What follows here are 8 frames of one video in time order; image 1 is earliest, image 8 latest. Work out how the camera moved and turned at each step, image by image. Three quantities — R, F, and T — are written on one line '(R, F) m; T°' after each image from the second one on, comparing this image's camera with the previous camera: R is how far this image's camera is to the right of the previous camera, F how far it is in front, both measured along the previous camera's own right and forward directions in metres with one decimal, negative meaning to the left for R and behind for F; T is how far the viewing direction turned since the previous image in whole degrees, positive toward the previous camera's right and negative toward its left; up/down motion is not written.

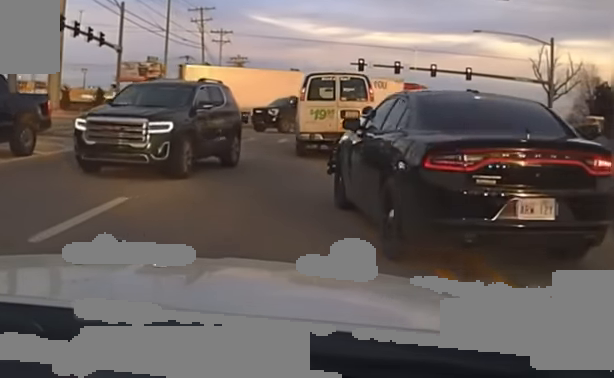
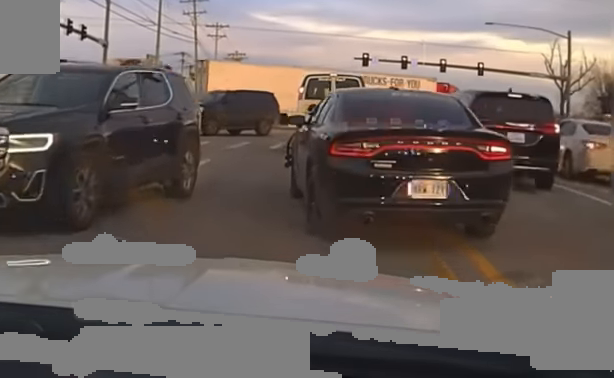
(-0.1, +4.9) m; -1°
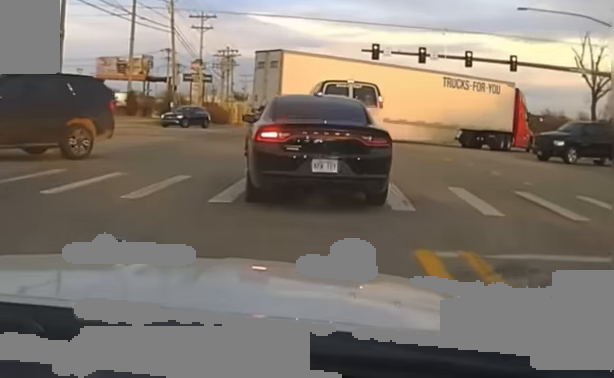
(-0.3, +11.2) m; -2°
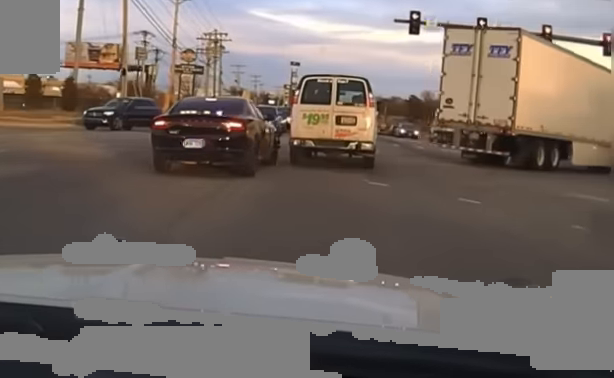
(0.0, +17.4) m; +1°
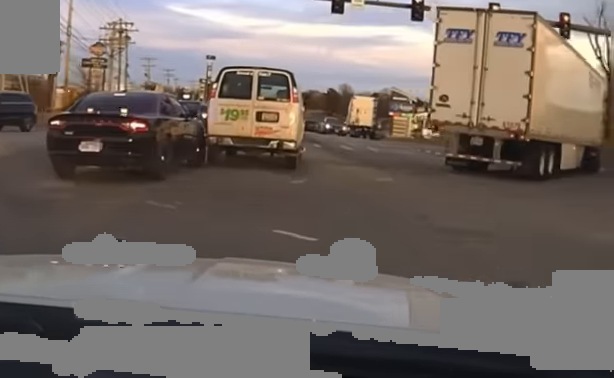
(0.0, +5.3) m; +2°
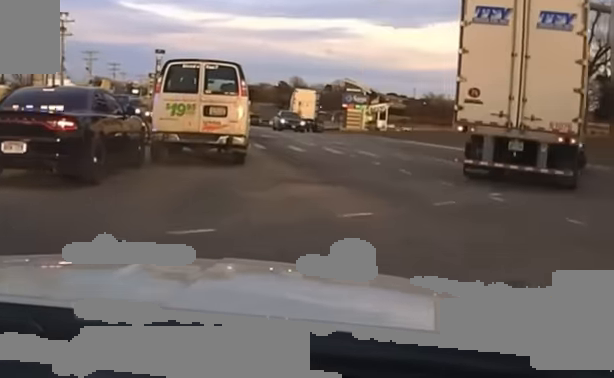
(-0.1, +5.4) m; +2°
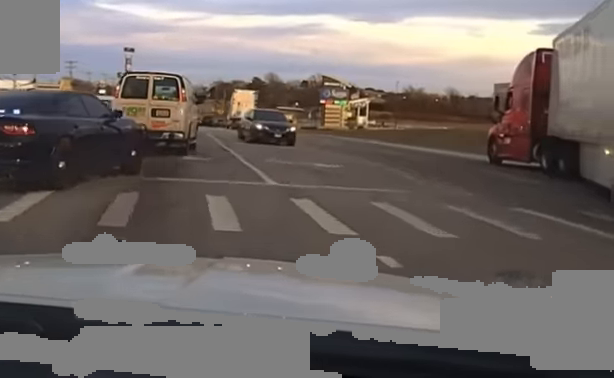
(+1.6, +16.3) m; +9°
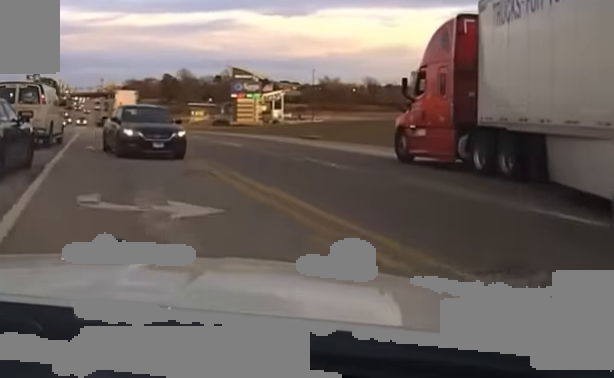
(+0.4, +9.9) m; +1°
